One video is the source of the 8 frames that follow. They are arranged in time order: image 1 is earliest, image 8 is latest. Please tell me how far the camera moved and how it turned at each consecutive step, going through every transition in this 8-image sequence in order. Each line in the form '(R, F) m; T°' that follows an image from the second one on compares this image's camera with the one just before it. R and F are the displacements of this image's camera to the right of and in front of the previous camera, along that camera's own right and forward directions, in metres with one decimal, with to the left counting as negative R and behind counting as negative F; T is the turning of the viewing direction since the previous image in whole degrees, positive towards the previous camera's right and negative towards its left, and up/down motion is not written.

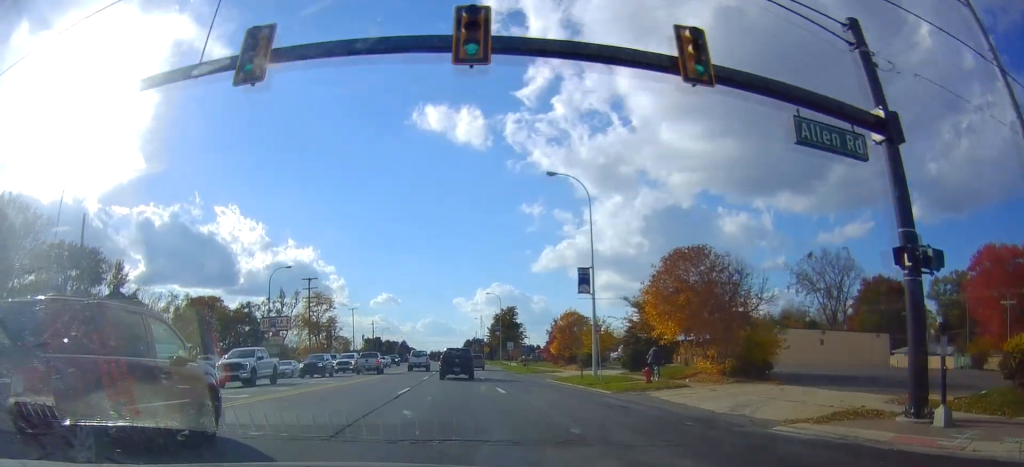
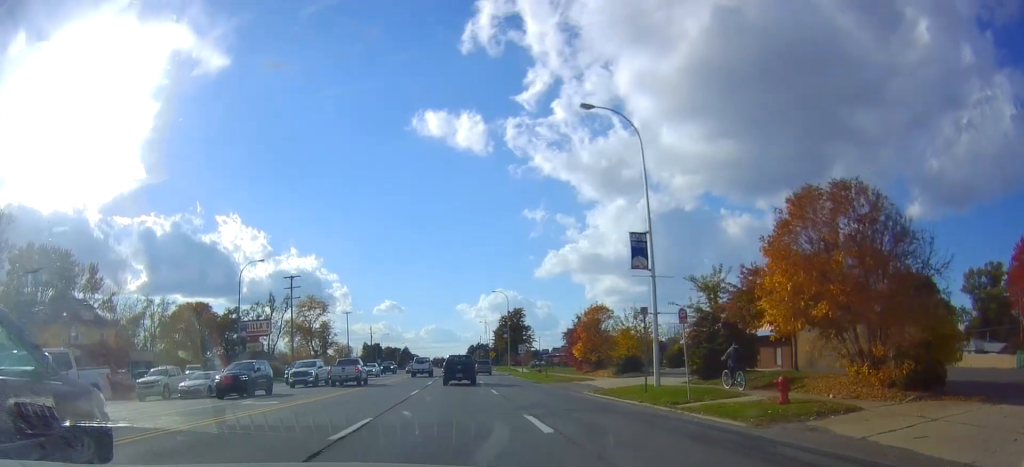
(+0.1, +10.1) m; -2°
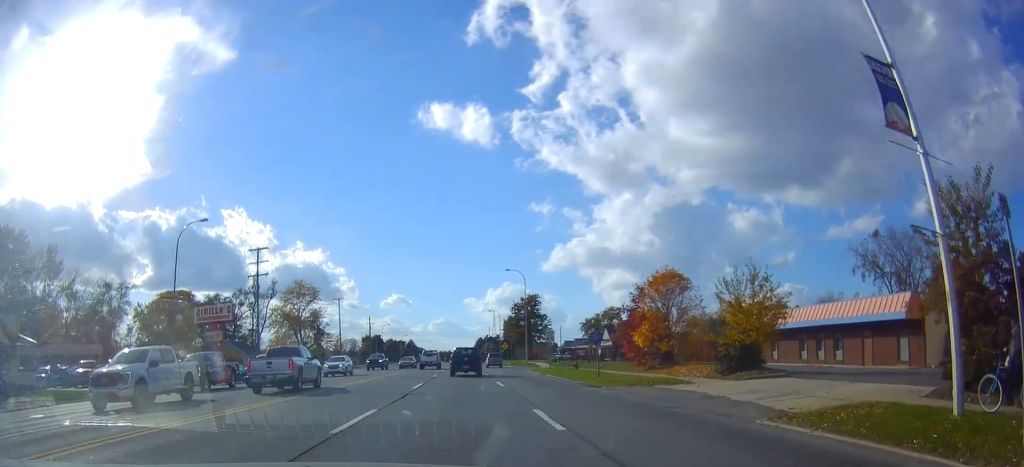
(-0.6, +15.4) m; -2°
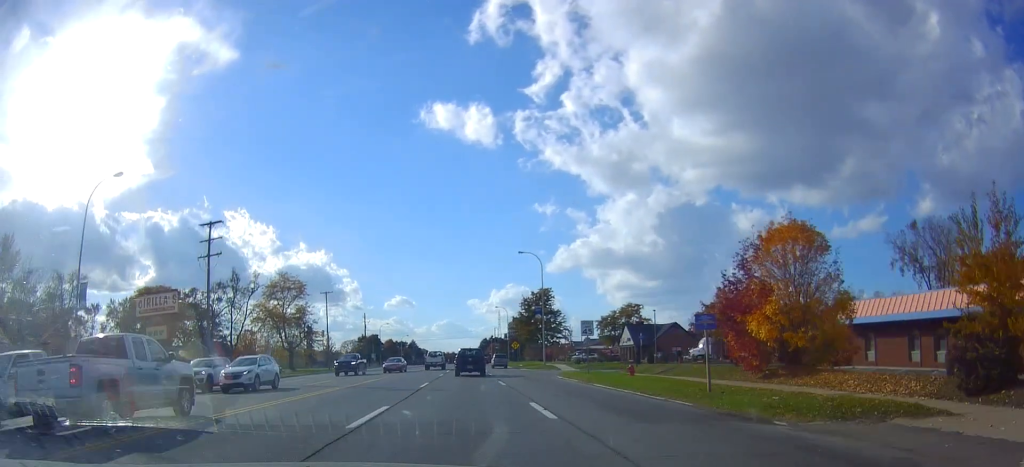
(+0.1, +13.6) m; 0°
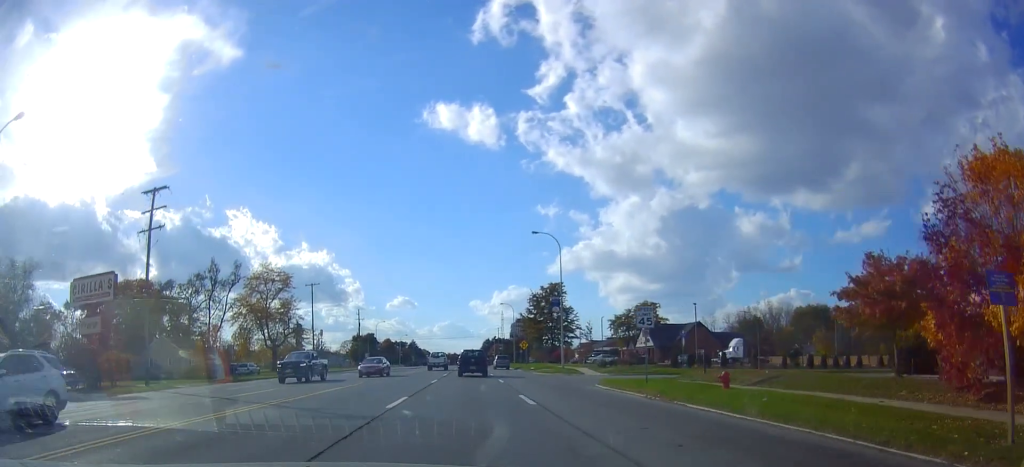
(0.0, +11.1) m; 0°
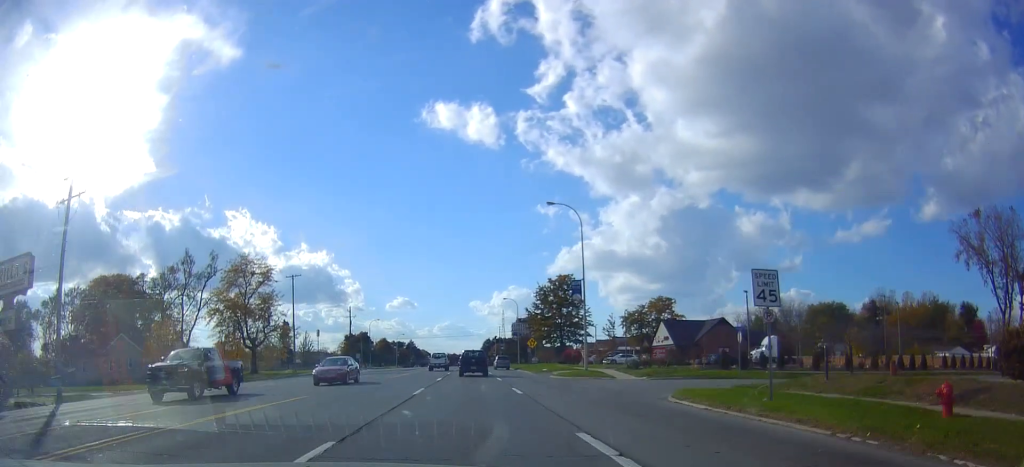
(0.0, +10.2) m; 0°
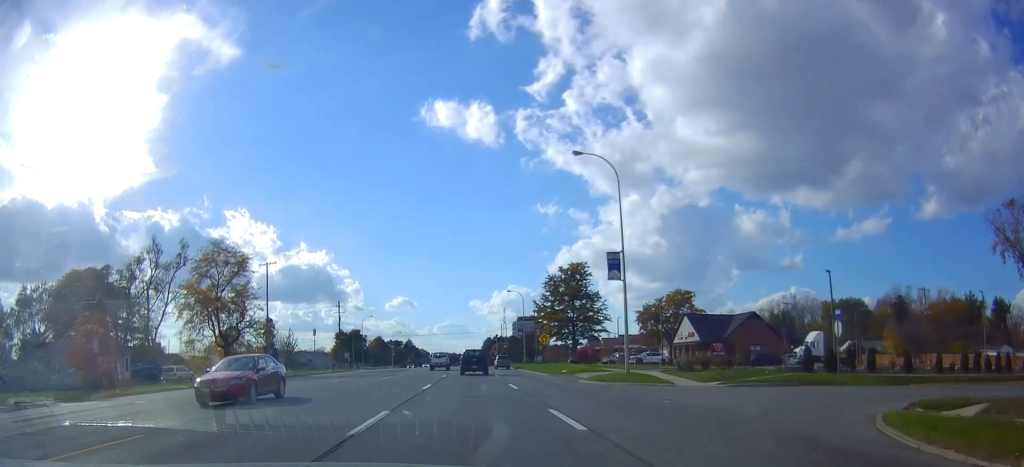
(0.0, +11.0) m; 0°
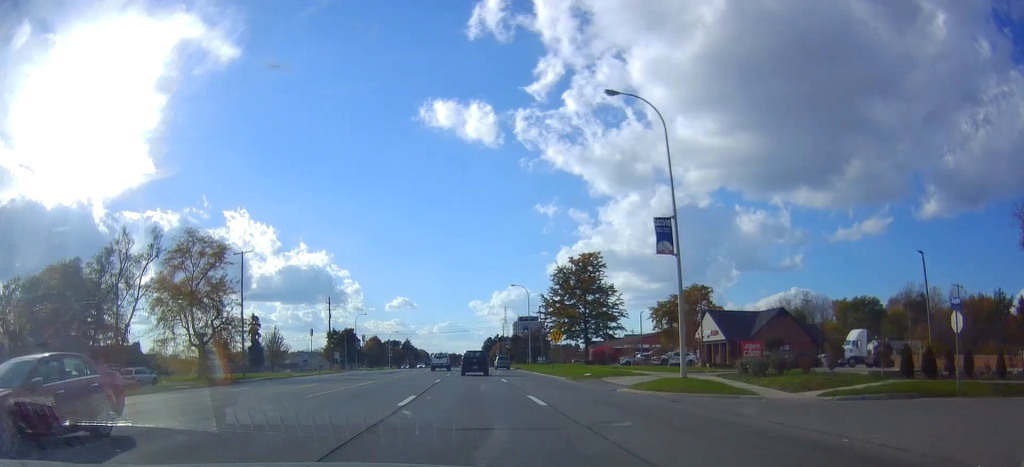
(0.0, +8.6) m; 0°
